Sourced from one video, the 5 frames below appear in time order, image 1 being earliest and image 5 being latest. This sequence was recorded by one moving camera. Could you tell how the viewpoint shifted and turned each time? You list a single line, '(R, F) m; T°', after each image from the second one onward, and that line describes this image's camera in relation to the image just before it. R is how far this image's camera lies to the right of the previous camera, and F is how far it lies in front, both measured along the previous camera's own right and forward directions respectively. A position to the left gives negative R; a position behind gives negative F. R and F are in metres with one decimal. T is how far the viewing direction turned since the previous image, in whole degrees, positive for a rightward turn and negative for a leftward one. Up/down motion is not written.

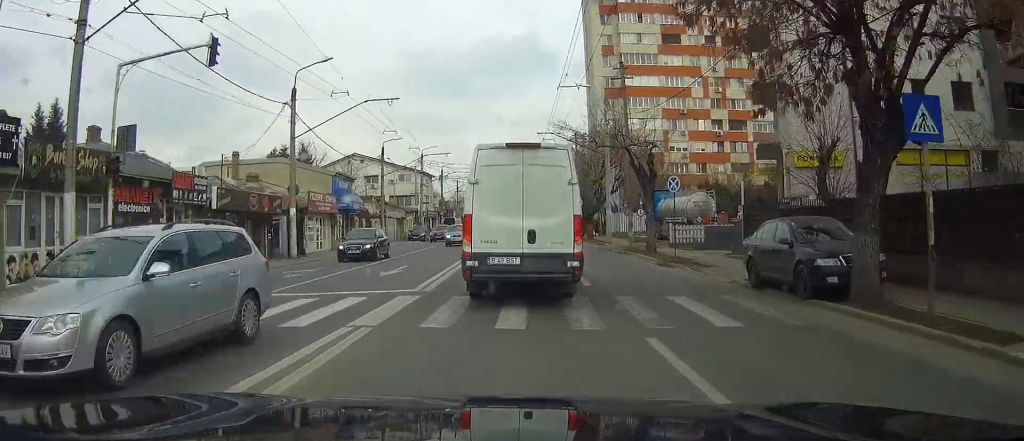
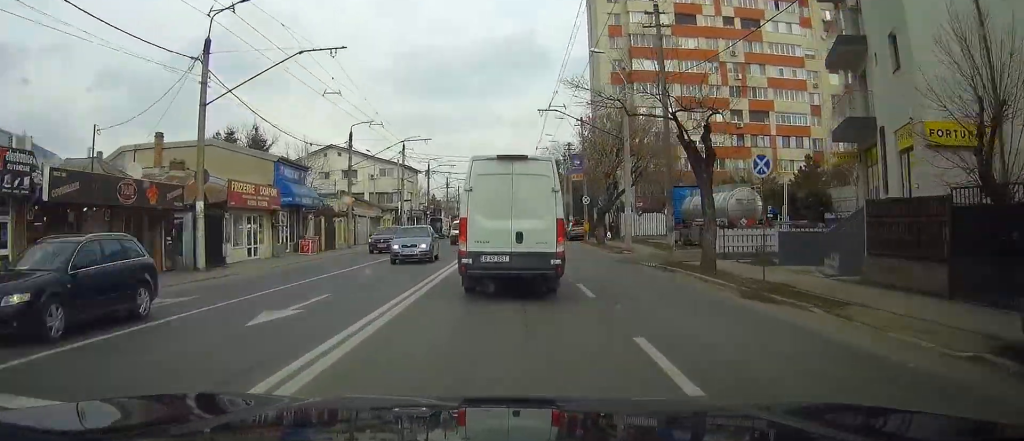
(0.0, +10.5) m; 0°
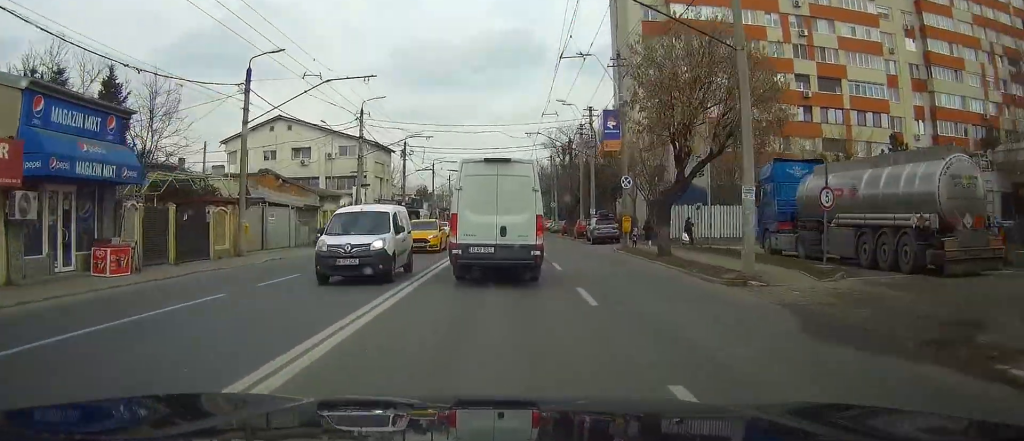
(-0.1, +20.7) m; -1°
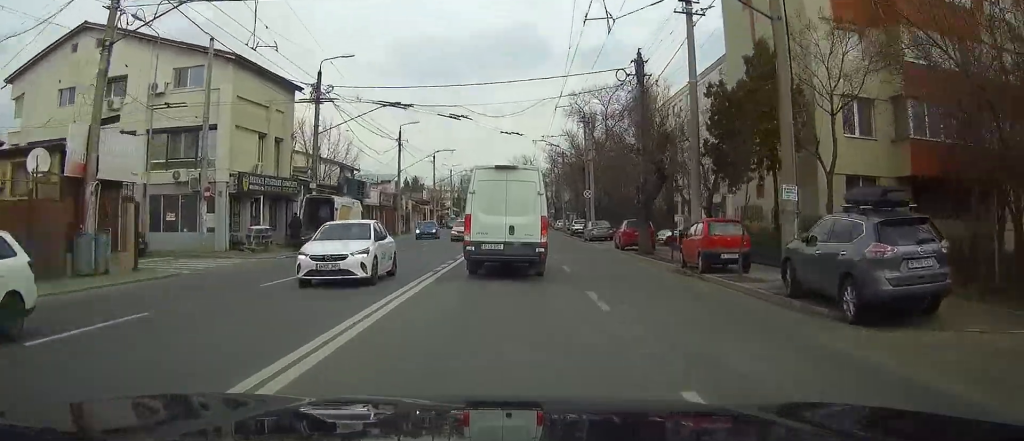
(+0.1, +36.3) m; 0°
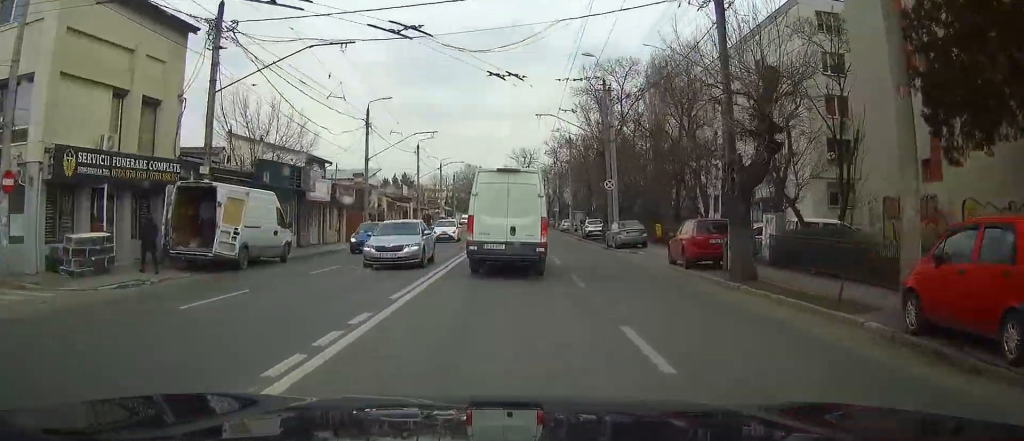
(0.0, +13.8) m; 0°
